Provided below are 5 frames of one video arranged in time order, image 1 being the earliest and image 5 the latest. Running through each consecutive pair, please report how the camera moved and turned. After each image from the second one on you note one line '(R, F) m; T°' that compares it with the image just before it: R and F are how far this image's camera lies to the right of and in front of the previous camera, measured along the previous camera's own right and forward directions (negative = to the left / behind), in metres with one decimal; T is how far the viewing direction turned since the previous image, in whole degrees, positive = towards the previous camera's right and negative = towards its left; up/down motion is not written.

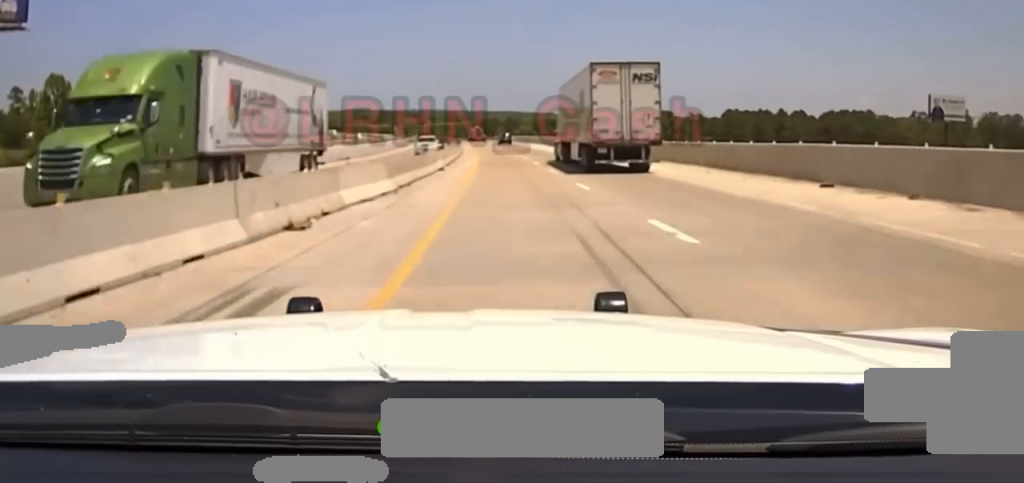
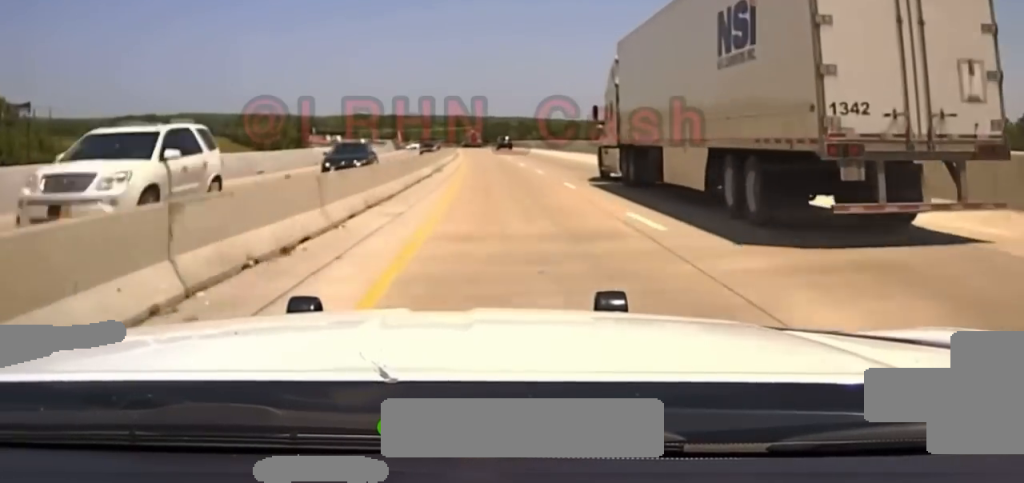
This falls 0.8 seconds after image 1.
(-0.5, +42.6) m; -1°
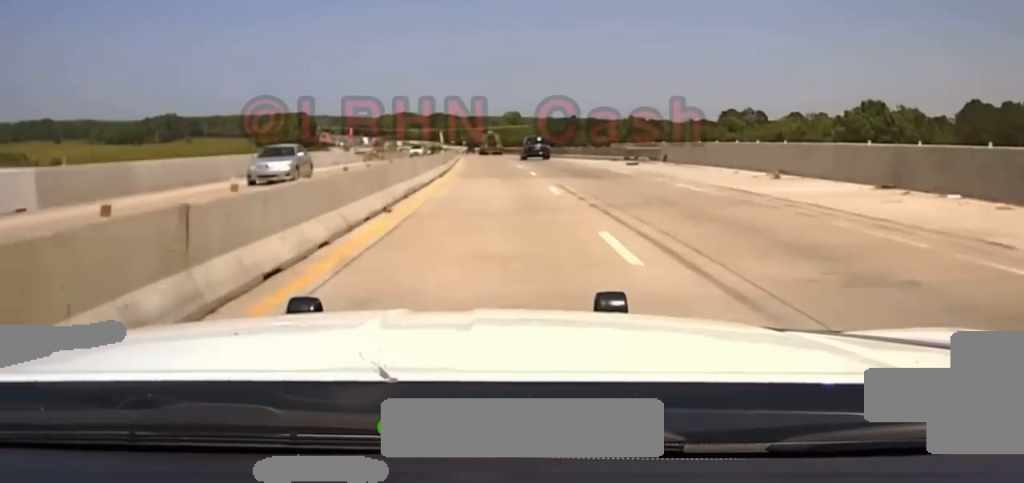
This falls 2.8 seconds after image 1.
(-2.1, +105.3) m; -2°
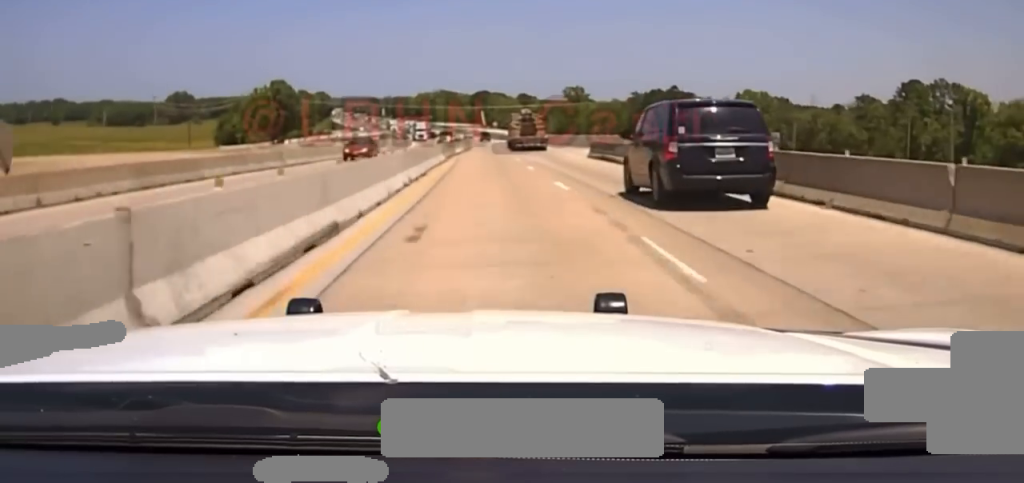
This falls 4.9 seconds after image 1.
(-4.4, +118.0) m; -4°
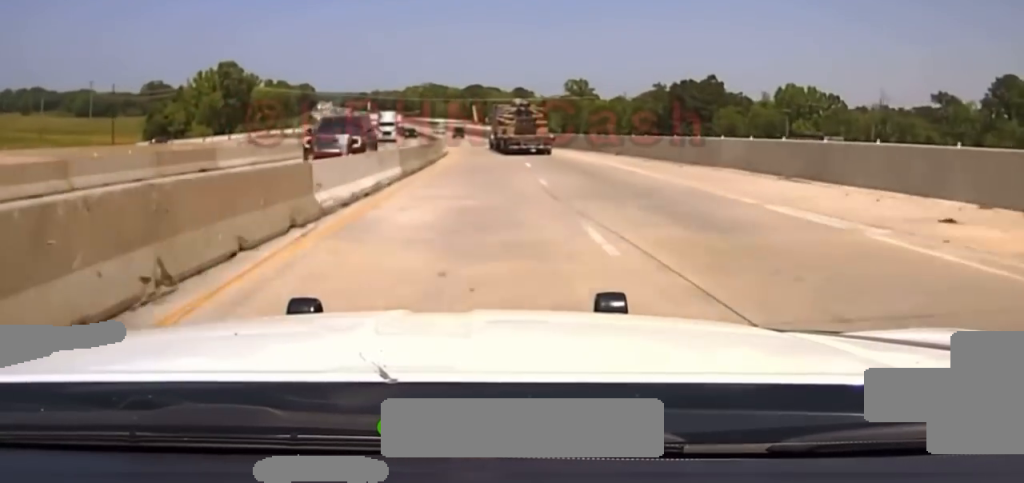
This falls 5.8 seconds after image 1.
(-0.6, +51.5) m; -1°
